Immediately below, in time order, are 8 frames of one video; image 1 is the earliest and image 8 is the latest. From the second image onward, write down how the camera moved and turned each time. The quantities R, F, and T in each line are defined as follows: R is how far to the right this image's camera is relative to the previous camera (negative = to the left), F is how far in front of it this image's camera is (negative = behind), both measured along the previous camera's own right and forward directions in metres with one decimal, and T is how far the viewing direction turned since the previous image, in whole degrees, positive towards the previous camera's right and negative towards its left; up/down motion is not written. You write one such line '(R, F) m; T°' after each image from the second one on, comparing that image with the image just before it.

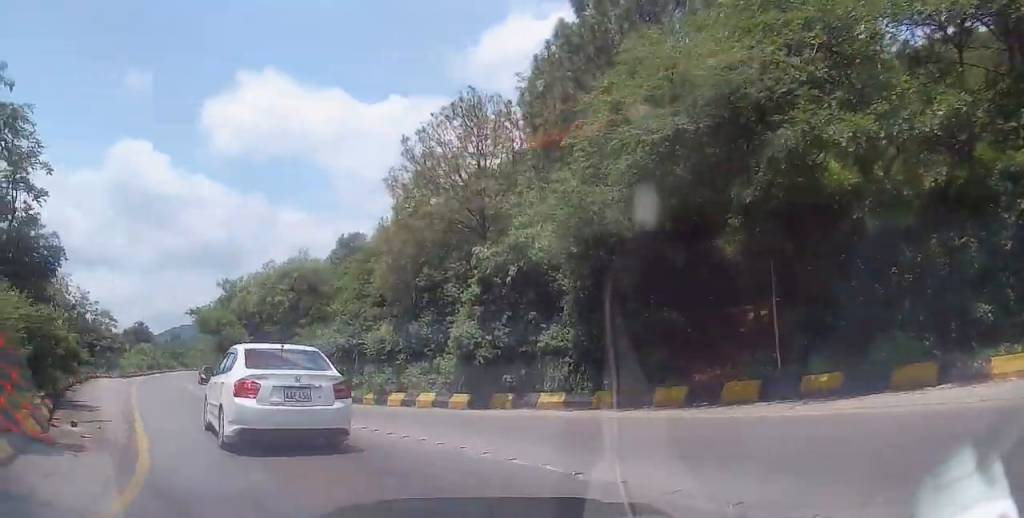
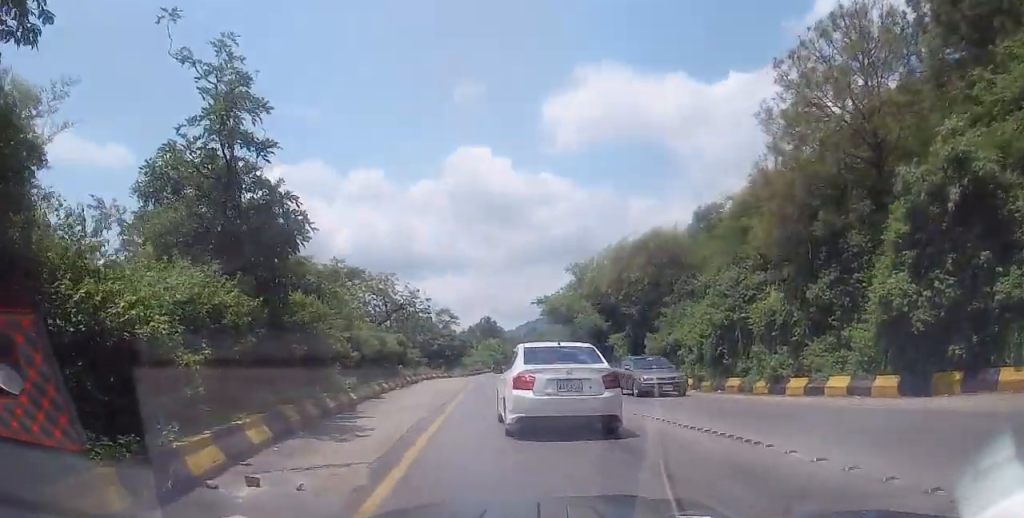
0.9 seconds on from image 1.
(-1.2, +5.2) m; -20°
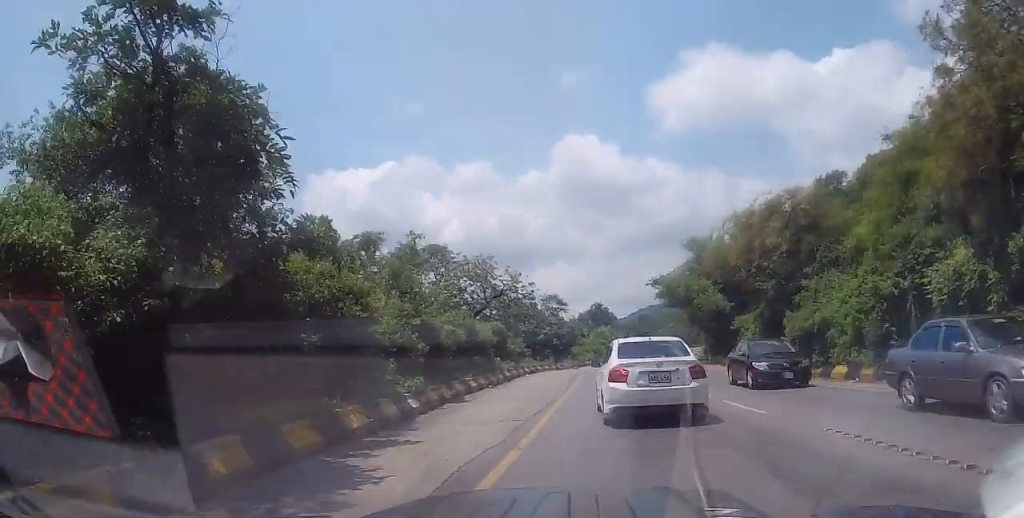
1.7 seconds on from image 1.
(-0.4, +4.8) m; -10°
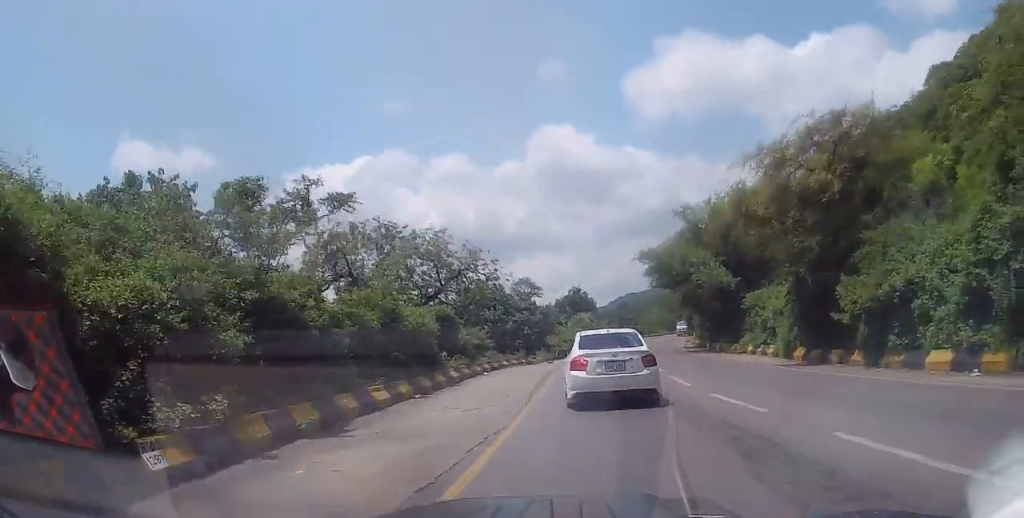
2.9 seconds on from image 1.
(-0.7, +7.5) m; -8°
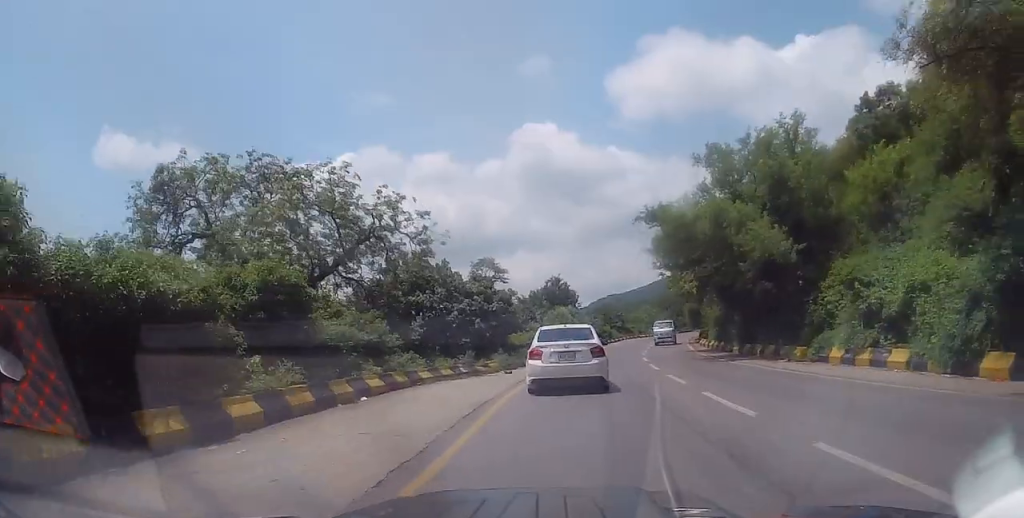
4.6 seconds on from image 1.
(+0.2, +12.8) m; +7°
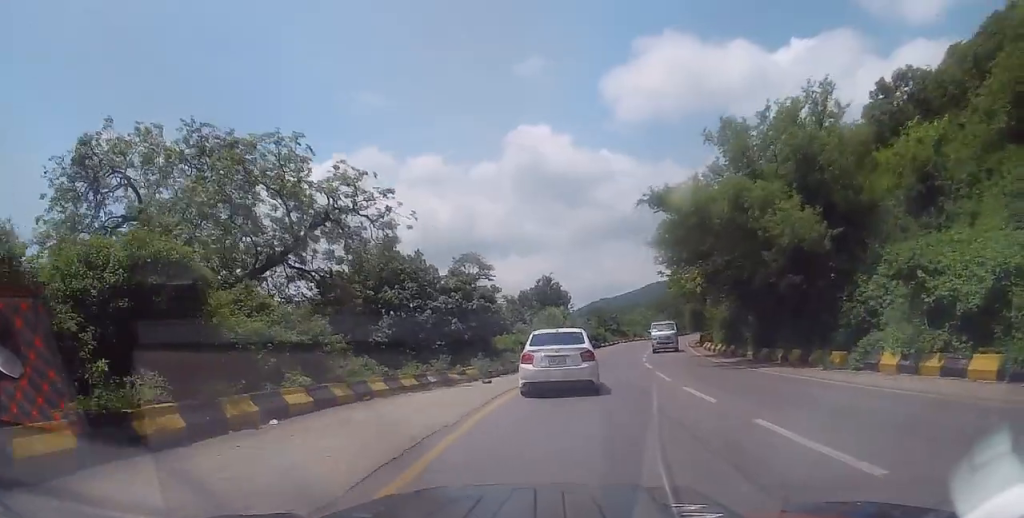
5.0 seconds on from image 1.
(+0.2, +3.9) m; +1°
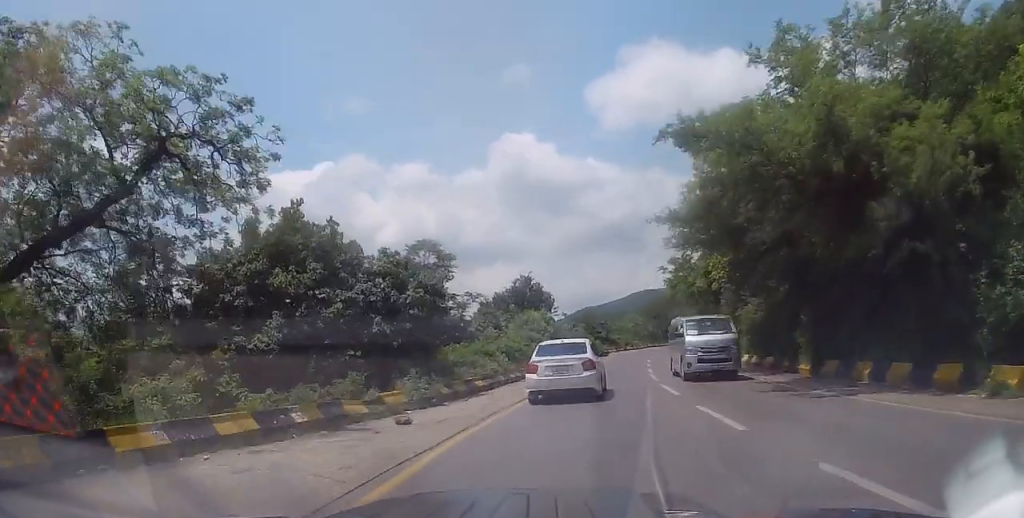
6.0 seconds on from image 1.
(+0.2, +8.2) m; -1°
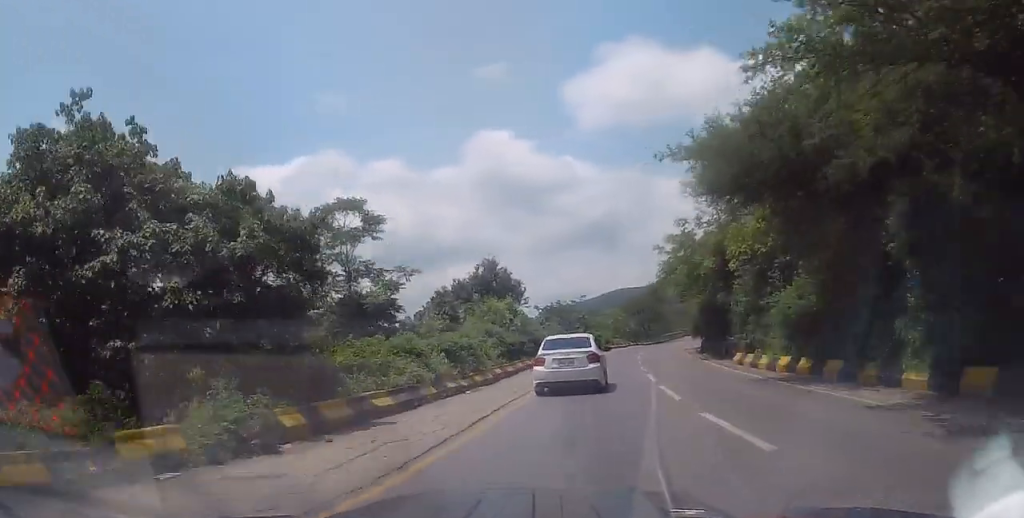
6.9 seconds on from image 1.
(-0.3, +8.0) m; -1°
